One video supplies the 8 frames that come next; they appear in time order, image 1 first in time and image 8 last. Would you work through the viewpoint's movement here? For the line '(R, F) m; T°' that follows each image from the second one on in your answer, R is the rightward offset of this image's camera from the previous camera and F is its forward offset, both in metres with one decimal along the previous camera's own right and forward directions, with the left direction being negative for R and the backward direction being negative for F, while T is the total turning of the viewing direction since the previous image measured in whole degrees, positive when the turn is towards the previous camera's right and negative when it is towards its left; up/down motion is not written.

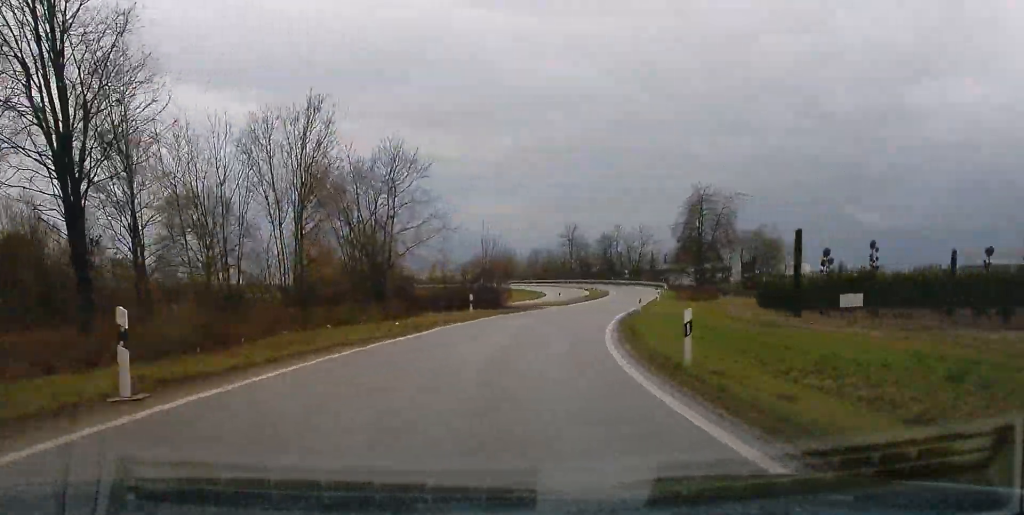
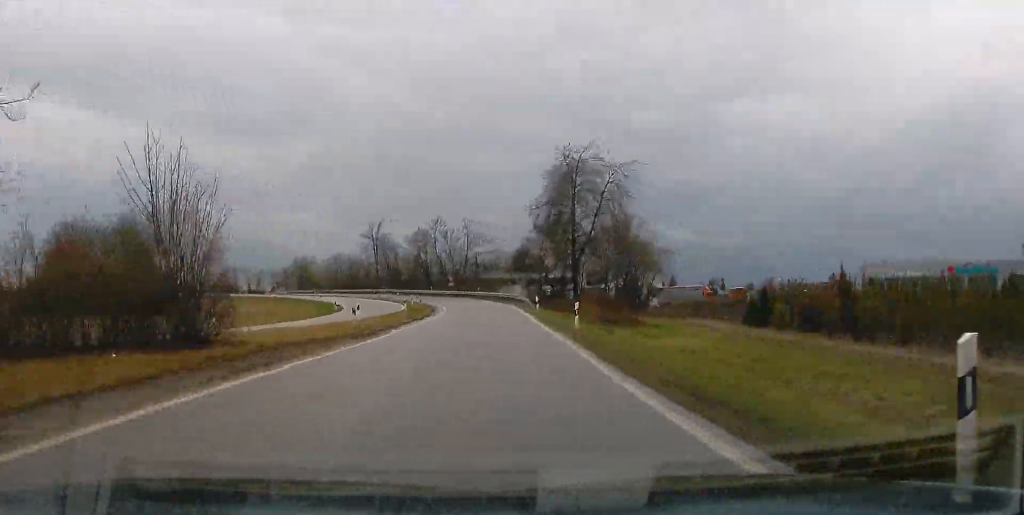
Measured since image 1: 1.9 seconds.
(+3.3, +32.6) m; +8°
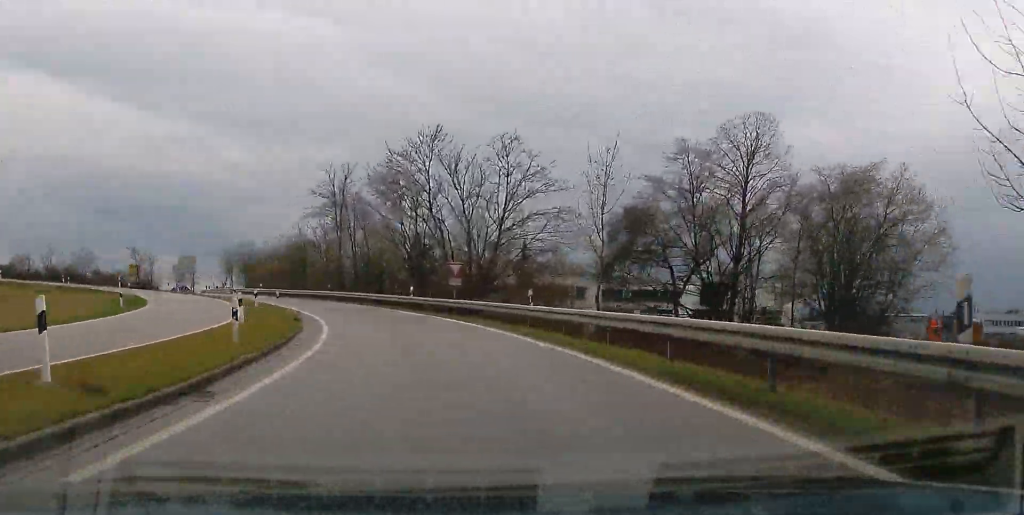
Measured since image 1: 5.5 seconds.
(+1.9, +58.5) m; -5°
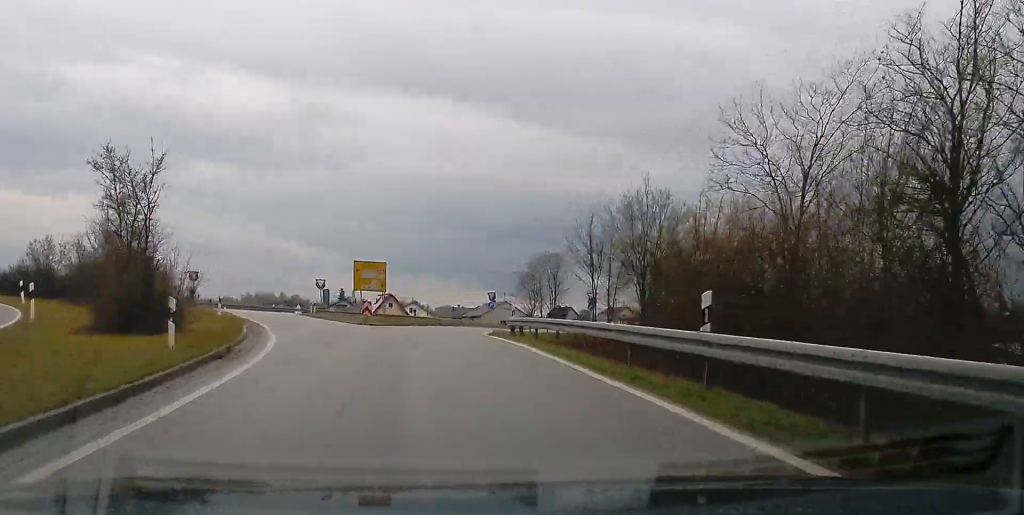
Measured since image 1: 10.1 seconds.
(-14.4, +65.9) m; -20°
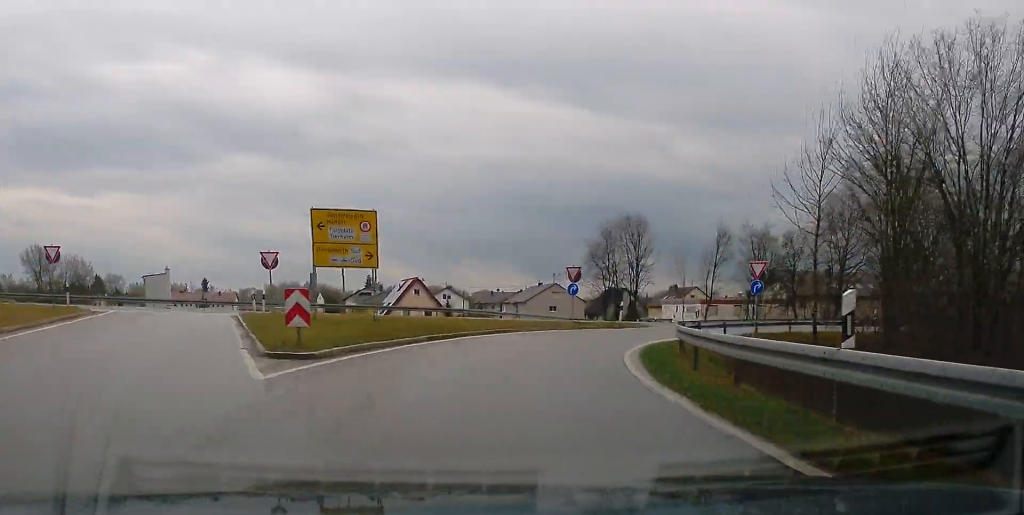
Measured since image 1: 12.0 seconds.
(-1.1, +24.2) m; +4°
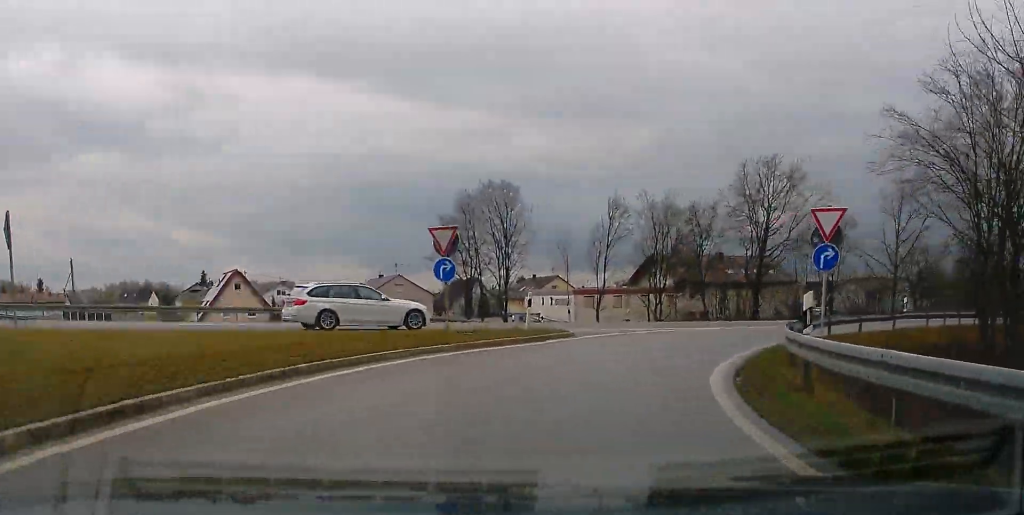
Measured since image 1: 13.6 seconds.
(+1.8, +16.1) m; +15°
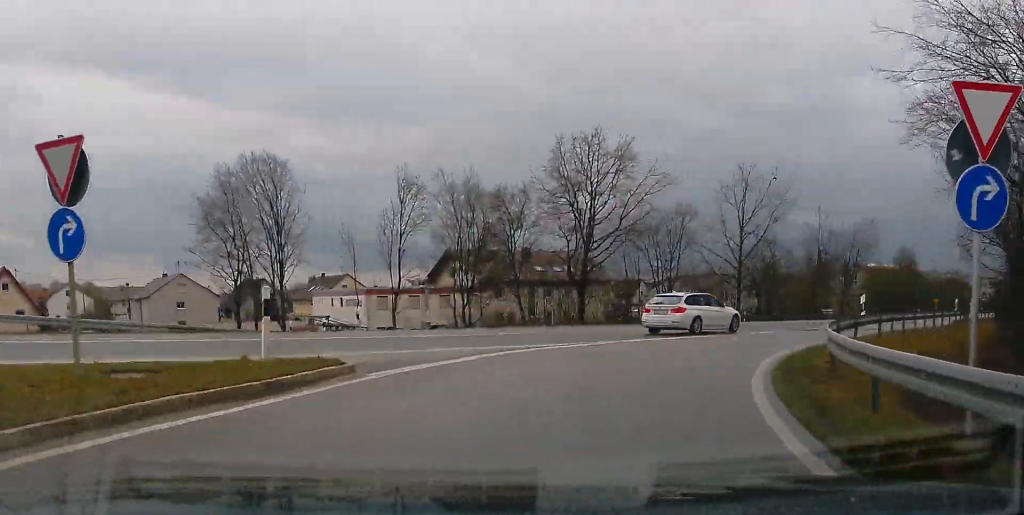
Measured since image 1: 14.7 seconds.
(+0.1, +10.4) m; +11°
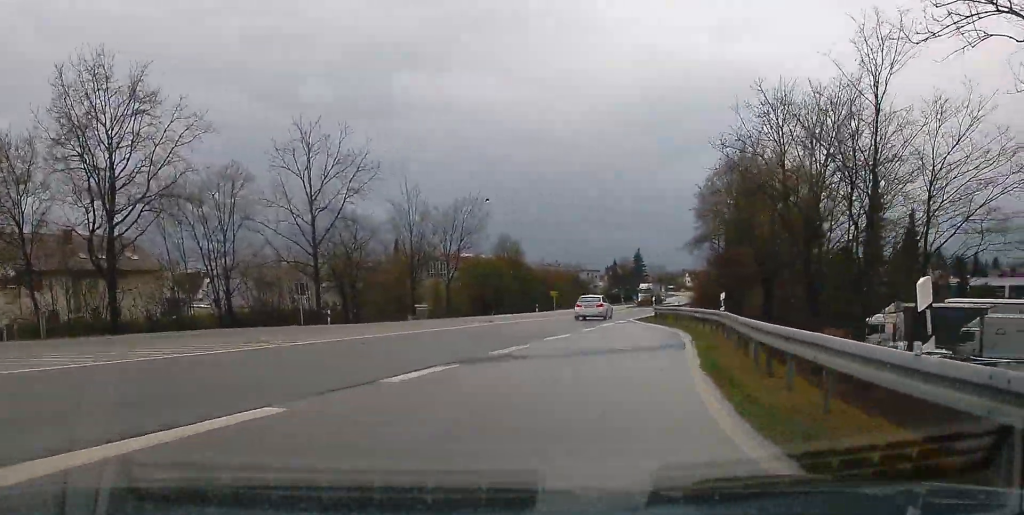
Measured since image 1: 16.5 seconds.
(+3.9, +15.5) m; +18°
